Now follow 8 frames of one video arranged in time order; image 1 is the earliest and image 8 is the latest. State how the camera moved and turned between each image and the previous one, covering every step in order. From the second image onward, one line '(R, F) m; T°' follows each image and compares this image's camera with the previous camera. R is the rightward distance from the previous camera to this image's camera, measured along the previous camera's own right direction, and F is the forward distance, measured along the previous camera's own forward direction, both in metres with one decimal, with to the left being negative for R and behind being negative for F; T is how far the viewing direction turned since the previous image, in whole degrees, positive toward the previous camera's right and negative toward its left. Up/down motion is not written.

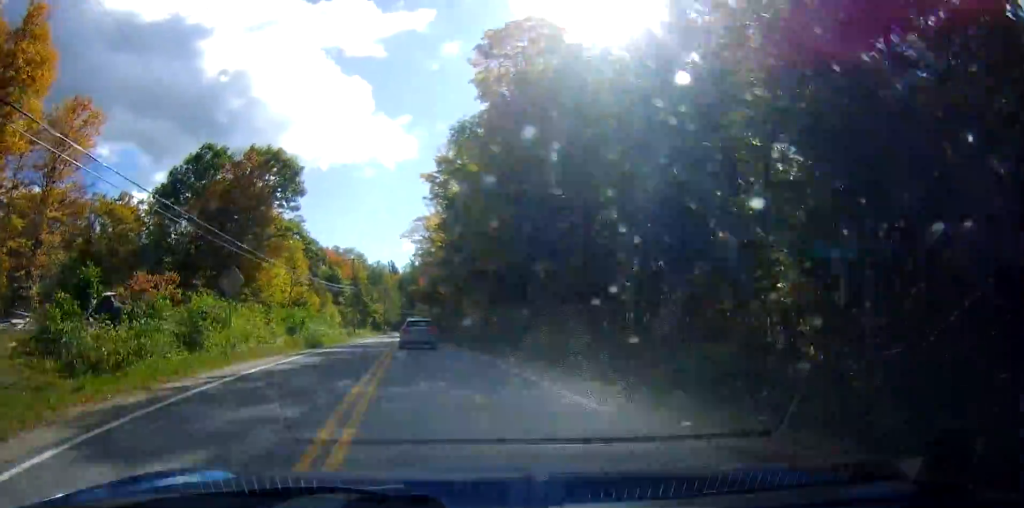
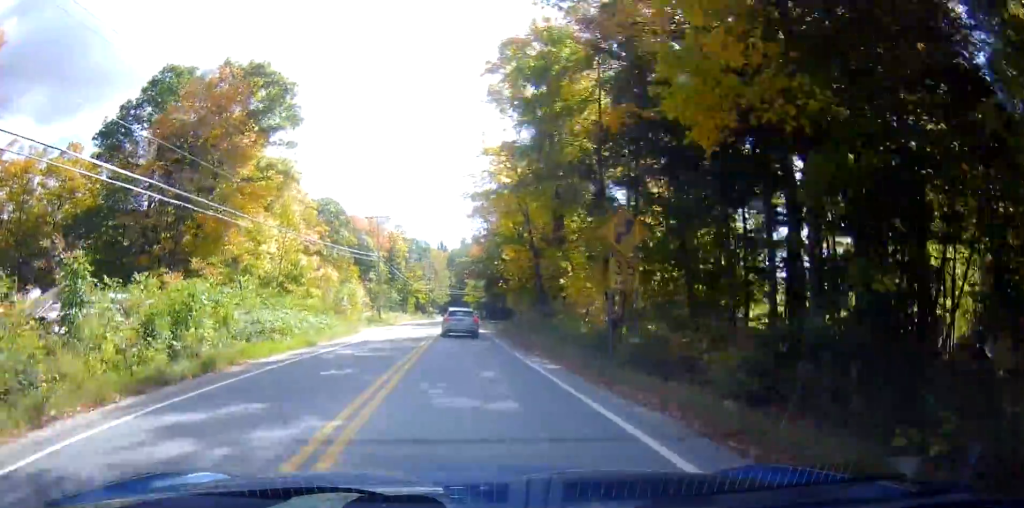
(-1.9, +22.9) m; -5°
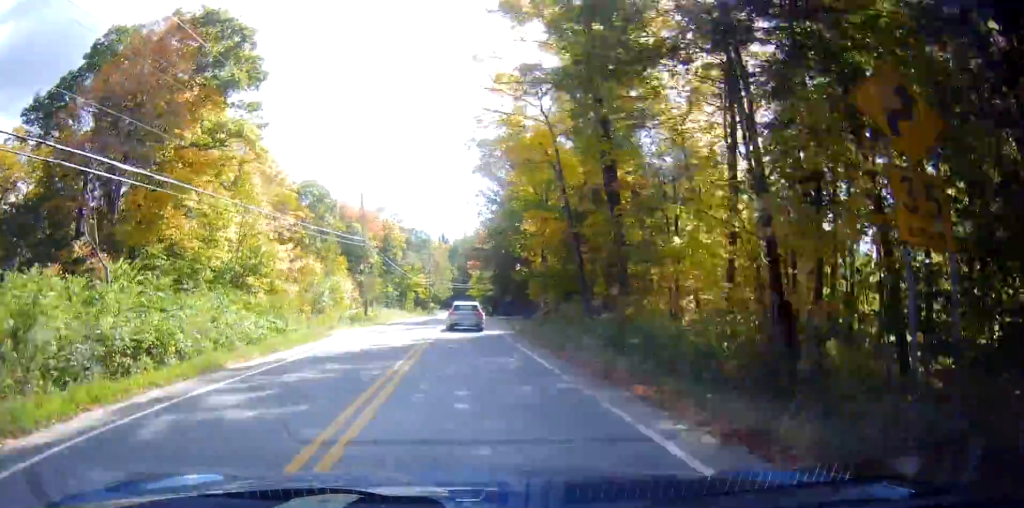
(-0.1, +10.0) m; -1°
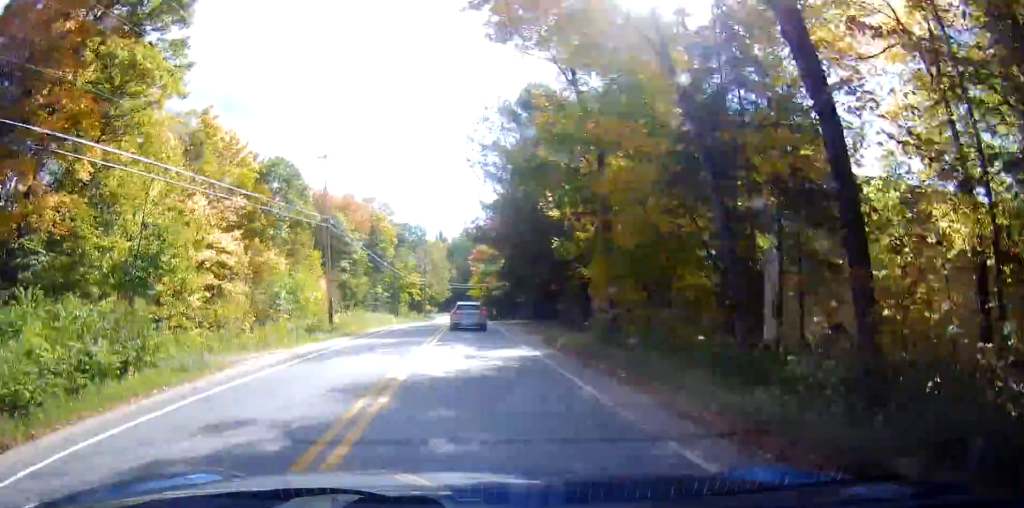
(0.0, +12.4) m; -1°
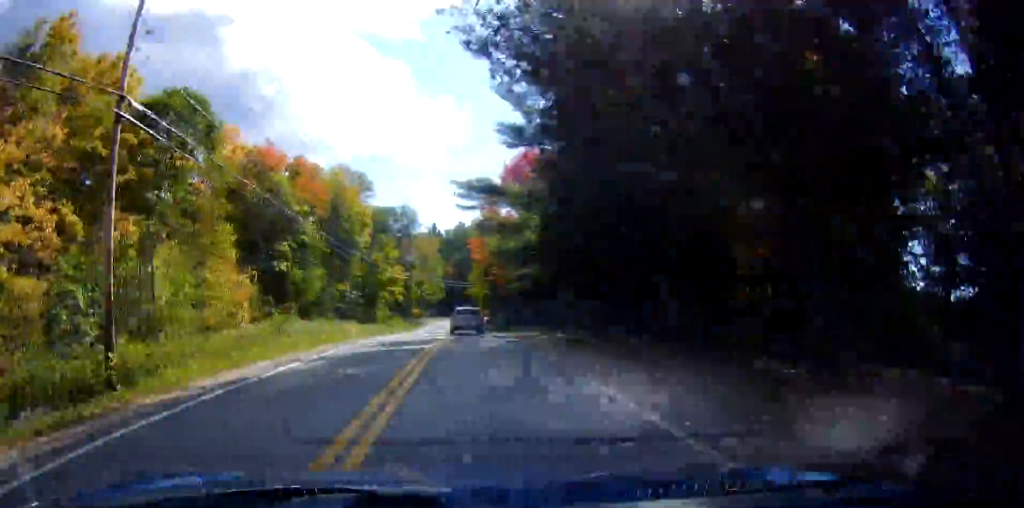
(-0.3, +21.8) m; 0°
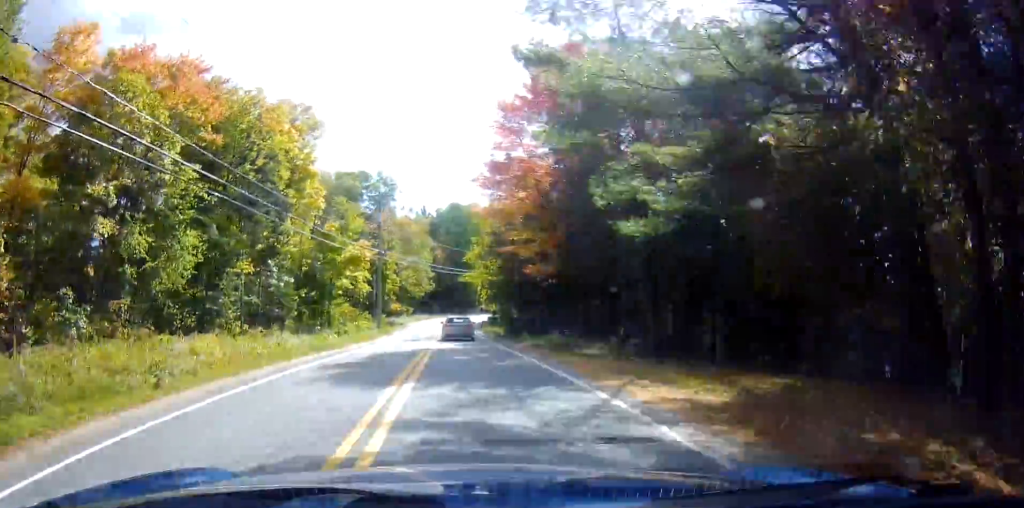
(+0.7, +23.2) m; +4°
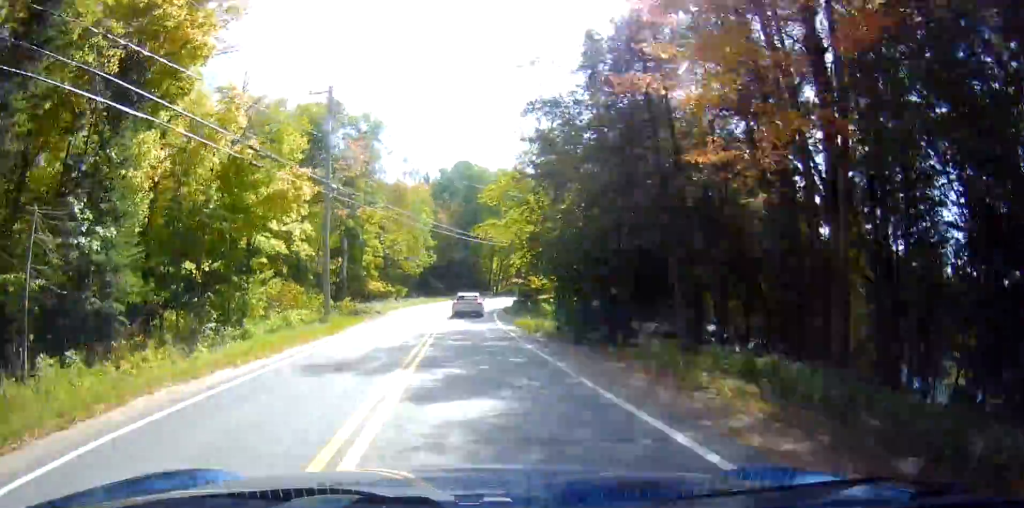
(+0.9, +20.9) m; +3°
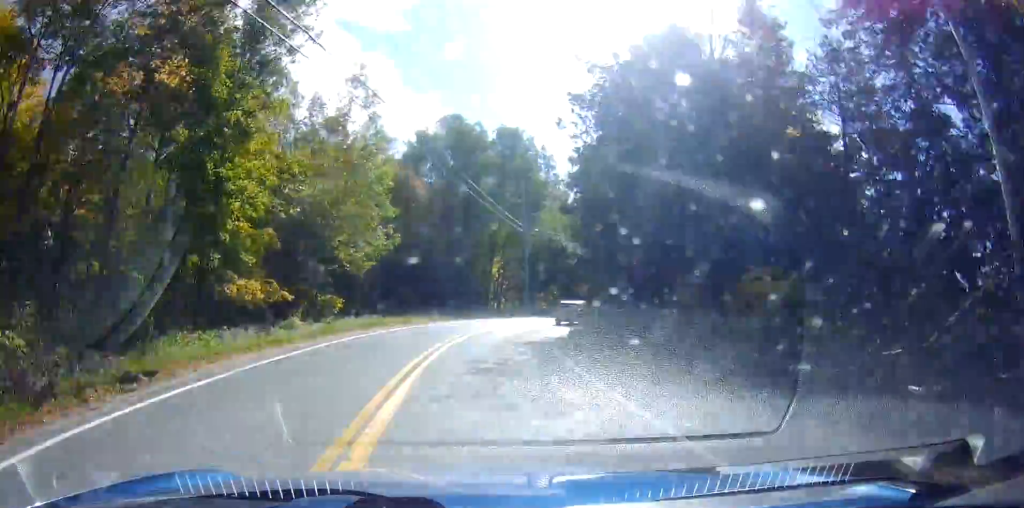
(+0.2, +27.3) m; 0°
